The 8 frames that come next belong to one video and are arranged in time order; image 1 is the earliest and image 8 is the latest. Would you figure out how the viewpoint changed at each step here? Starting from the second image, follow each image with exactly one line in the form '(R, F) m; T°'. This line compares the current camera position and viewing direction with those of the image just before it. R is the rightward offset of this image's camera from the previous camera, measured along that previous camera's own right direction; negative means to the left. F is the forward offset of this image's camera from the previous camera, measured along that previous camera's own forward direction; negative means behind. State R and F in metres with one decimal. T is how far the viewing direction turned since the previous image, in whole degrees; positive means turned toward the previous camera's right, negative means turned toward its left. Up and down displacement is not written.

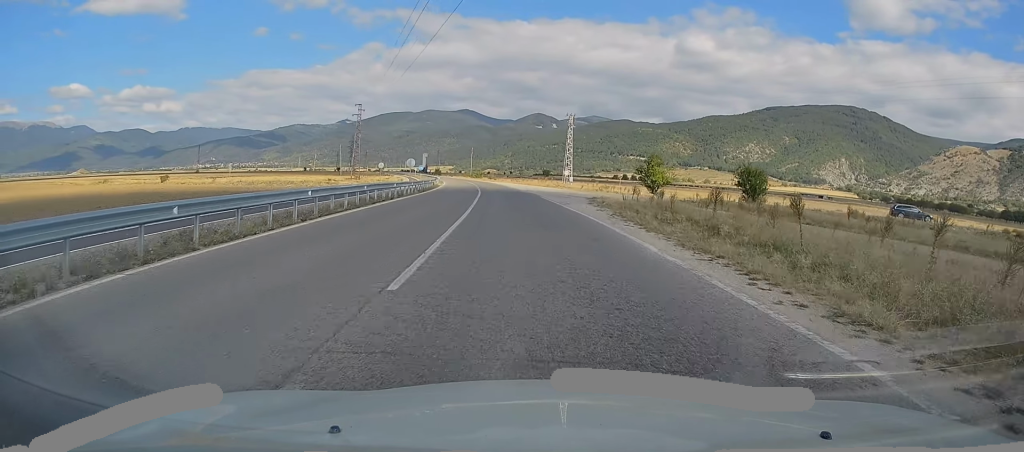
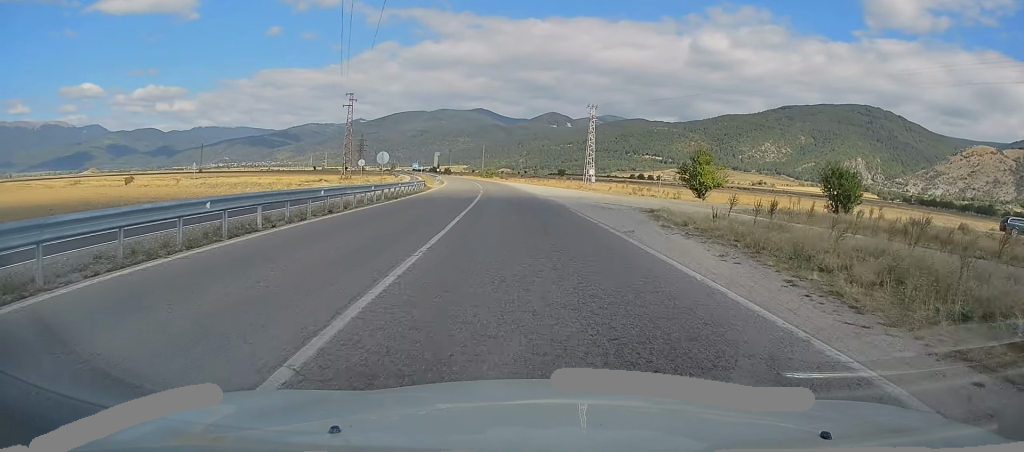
(-0.1, +14.7) m; -1°
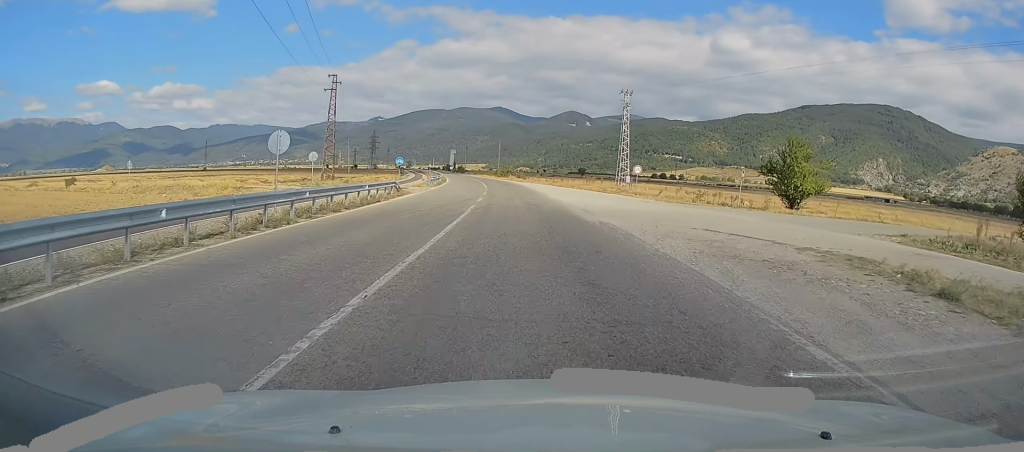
(0.0, +18.1) m; -1°
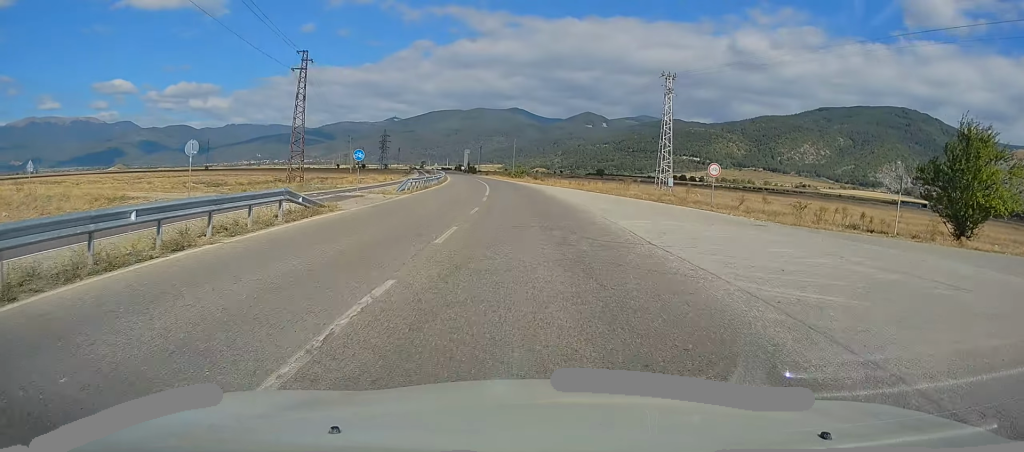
(-0.3, +17.3) m; -2°
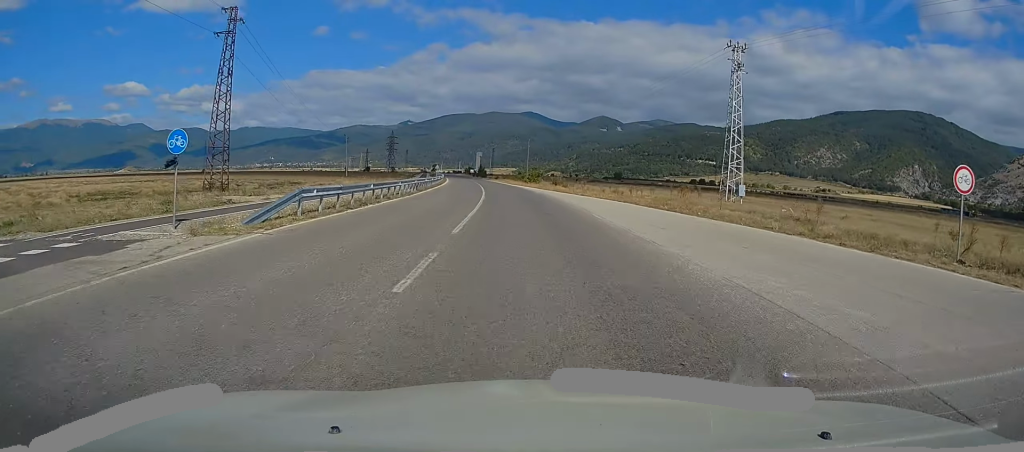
(-0.4, +20.0) m; -2°
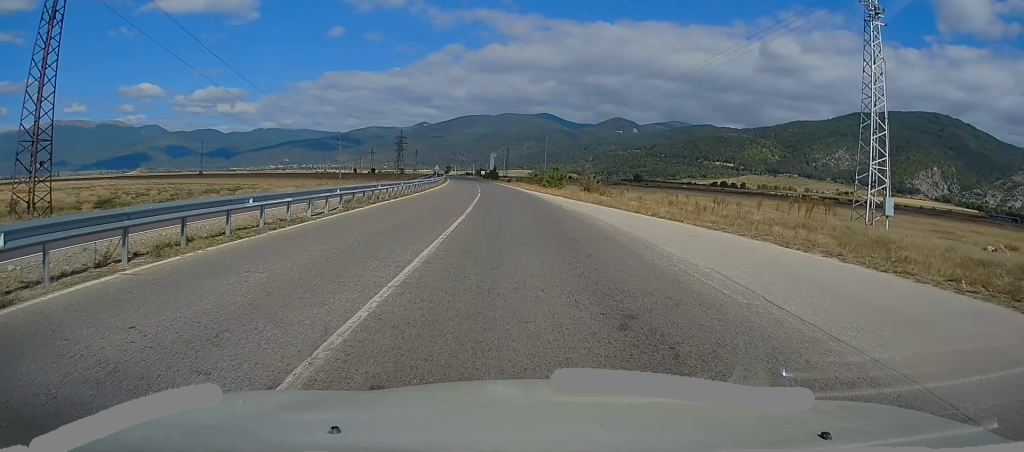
(-0.2, +20.8) m; -1°
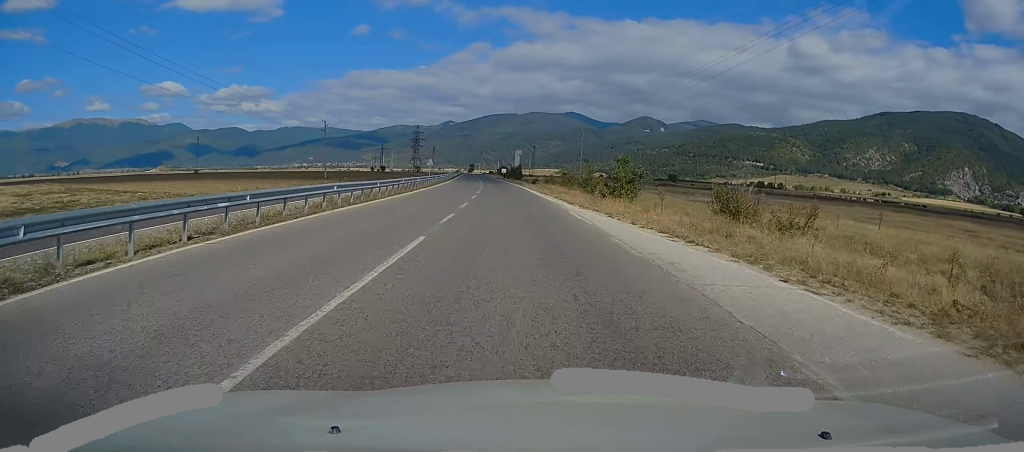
(-0.5, +31.5) m; -2°
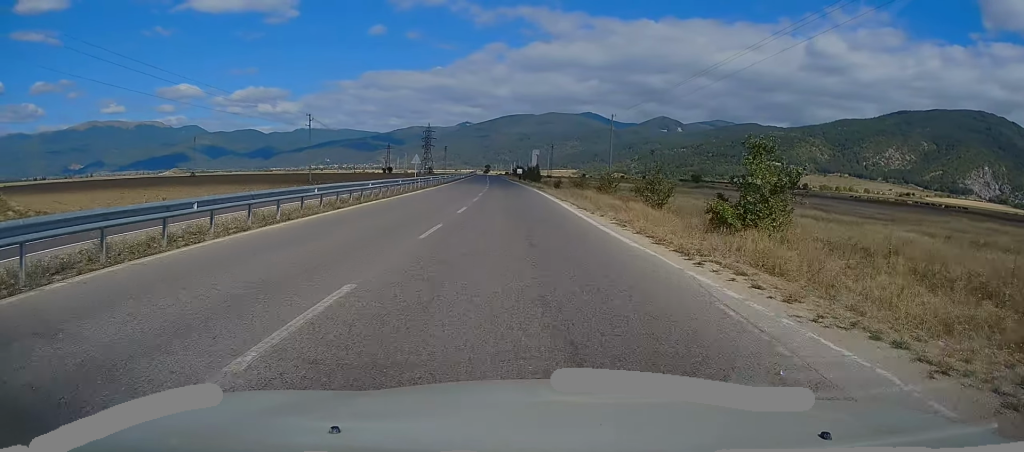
(-0.3, +18.9) m; -1°
